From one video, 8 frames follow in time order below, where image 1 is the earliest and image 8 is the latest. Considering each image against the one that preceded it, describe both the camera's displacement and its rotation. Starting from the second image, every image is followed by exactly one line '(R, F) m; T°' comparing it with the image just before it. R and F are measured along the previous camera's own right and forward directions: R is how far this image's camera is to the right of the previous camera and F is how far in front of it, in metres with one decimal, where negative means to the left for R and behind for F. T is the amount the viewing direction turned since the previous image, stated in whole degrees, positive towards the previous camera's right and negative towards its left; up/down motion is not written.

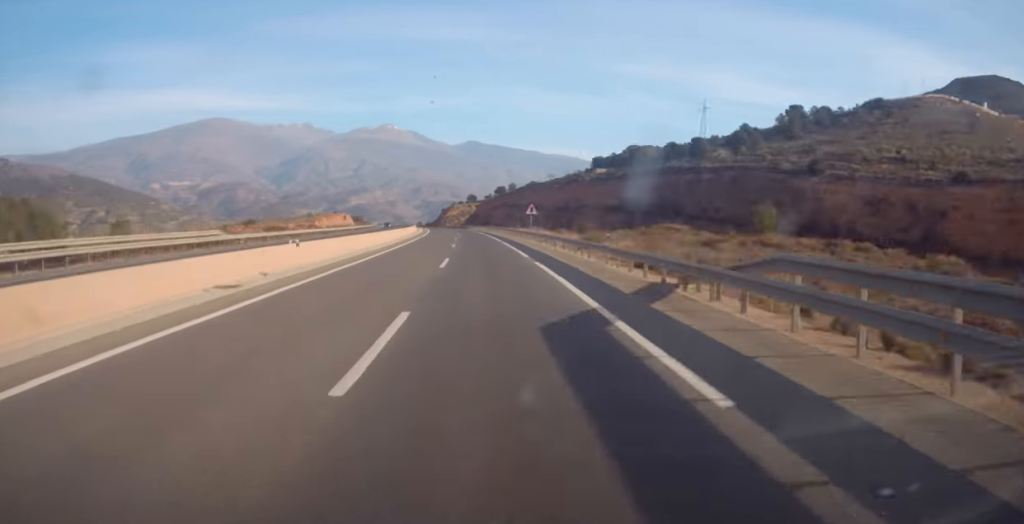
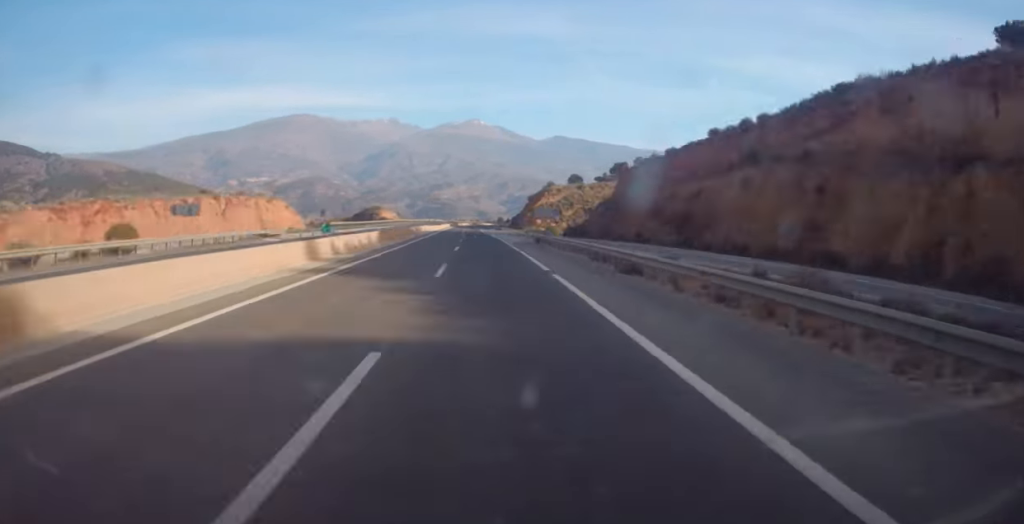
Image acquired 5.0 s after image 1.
(-7.9, +179.0) m; -2°
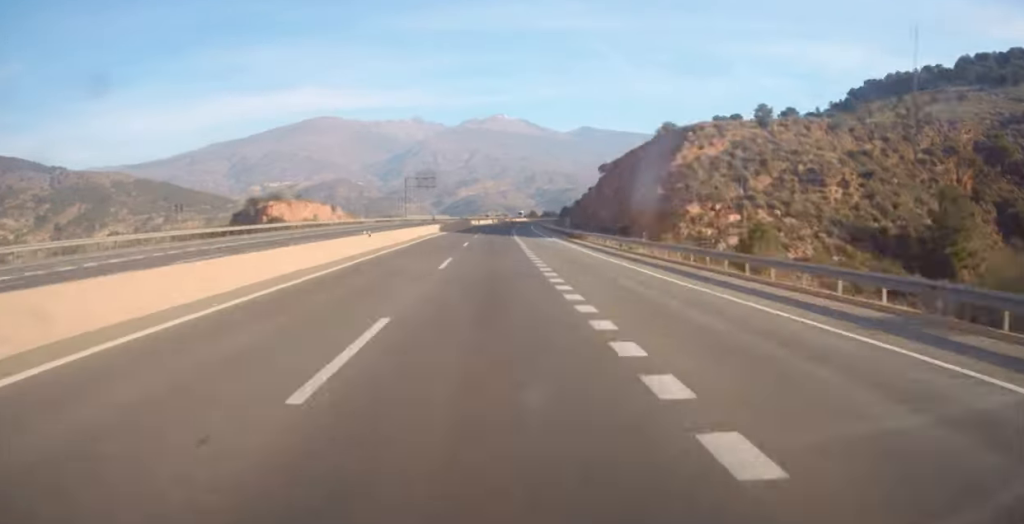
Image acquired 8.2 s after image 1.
(-4.4, +112.1) m; +2°
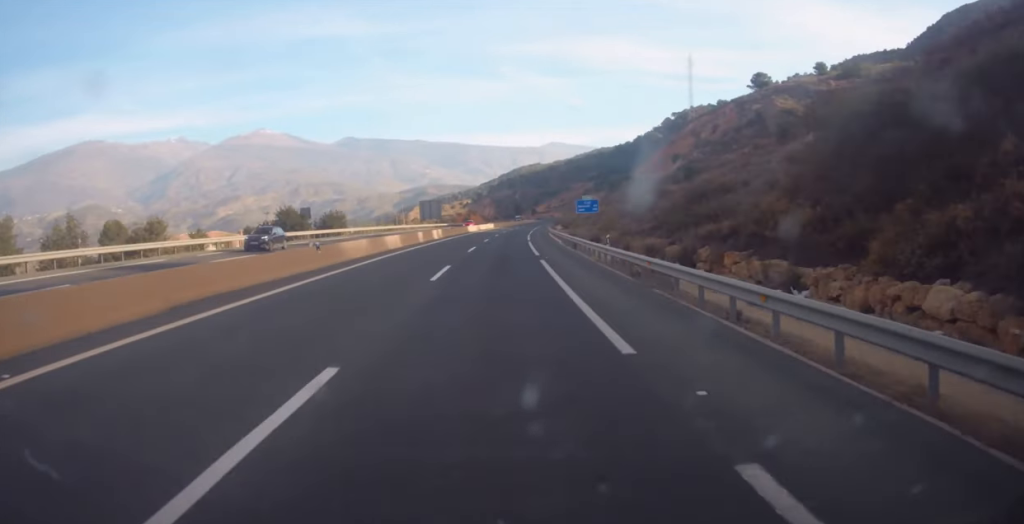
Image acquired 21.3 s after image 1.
(+66.2, +456.6) m; +14°
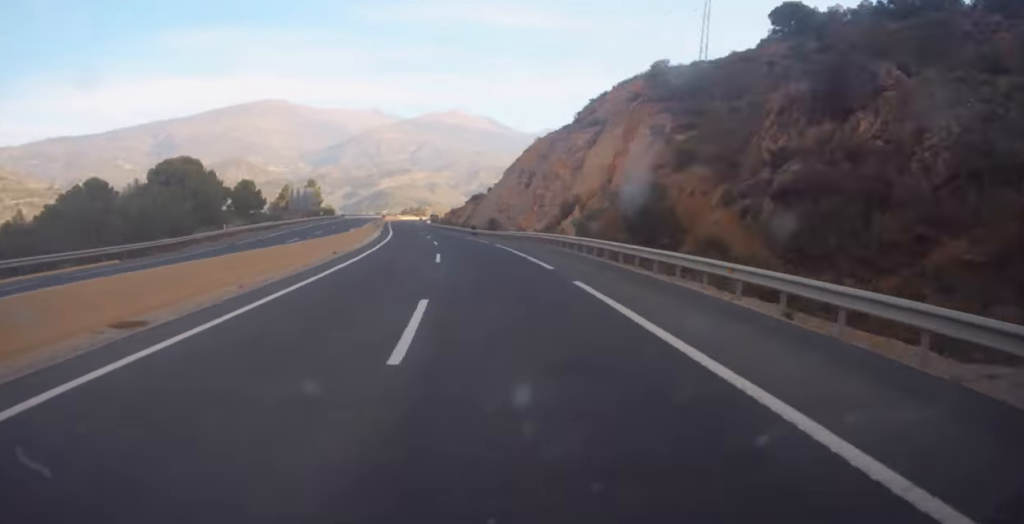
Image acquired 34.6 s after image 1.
(-45.5, +465.2) m; -16°
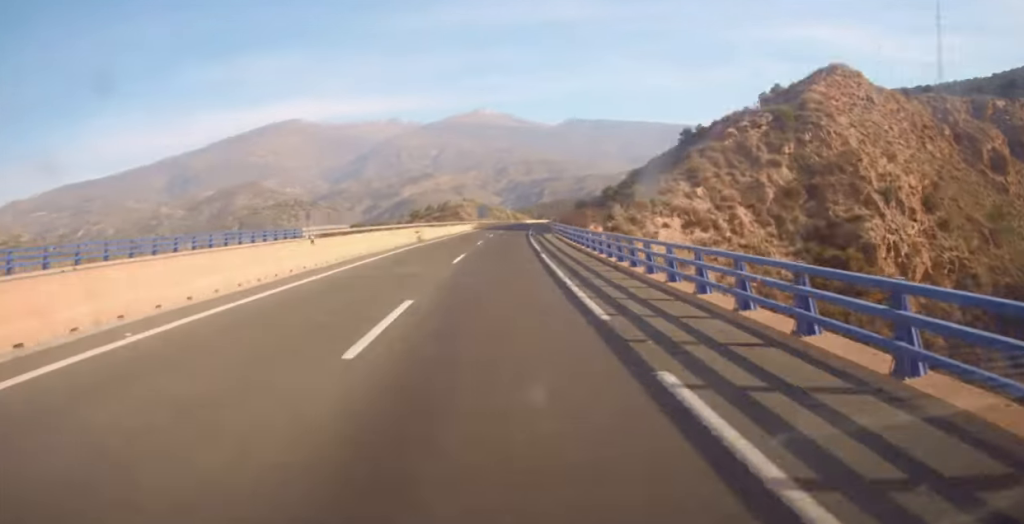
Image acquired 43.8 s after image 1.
(-19.8, +327.9) m; 0°
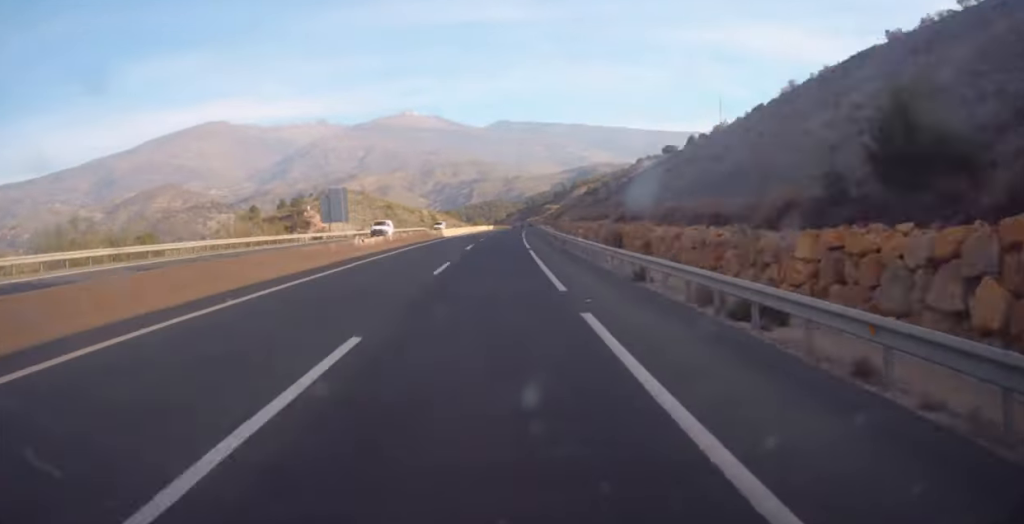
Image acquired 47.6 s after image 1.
(+4.2, +137.5) m; +1°
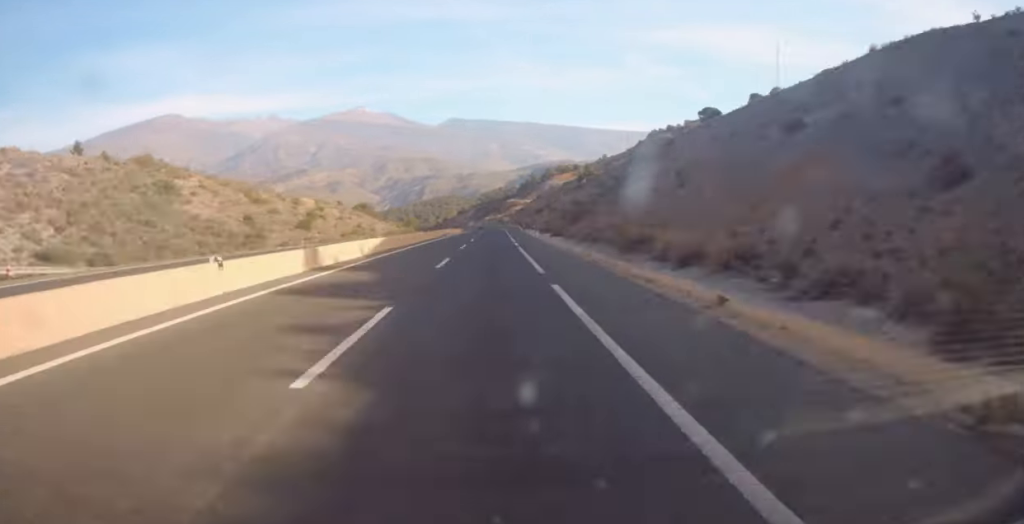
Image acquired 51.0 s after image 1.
(+6.7, +120.9) m; -1°
